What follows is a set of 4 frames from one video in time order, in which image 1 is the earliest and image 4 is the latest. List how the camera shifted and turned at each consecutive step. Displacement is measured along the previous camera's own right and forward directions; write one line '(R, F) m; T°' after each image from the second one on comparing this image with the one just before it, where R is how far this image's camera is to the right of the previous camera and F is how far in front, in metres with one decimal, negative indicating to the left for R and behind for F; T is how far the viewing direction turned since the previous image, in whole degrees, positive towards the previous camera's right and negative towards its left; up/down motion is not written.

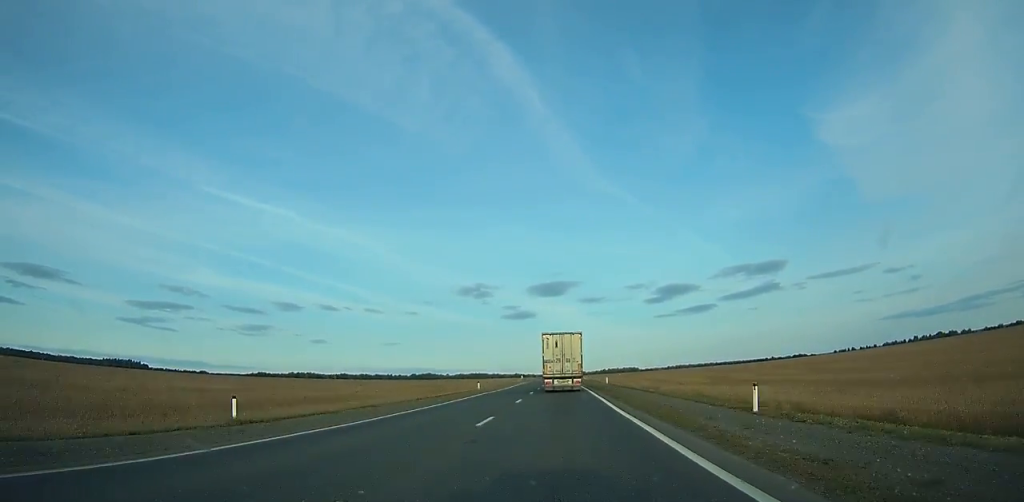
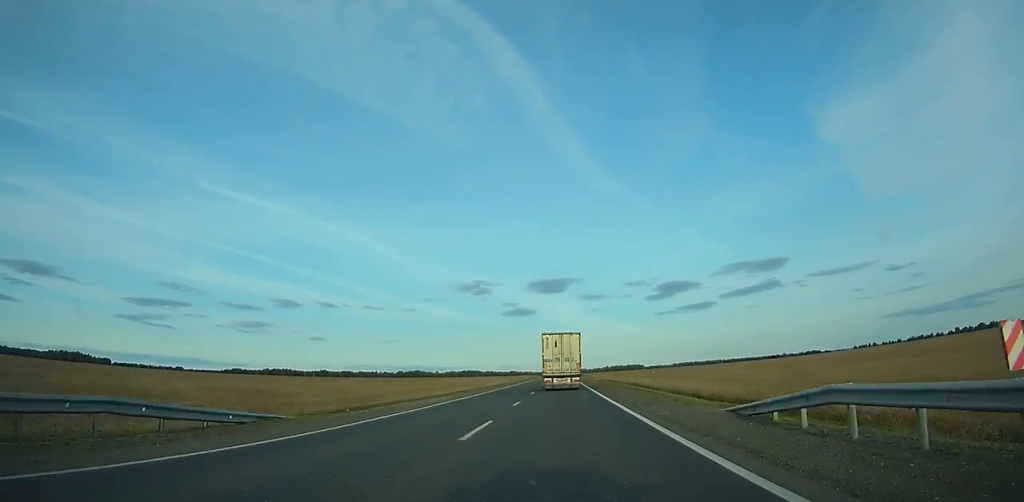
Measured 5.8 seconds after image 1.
(-0.3, +120.1) m; 0°
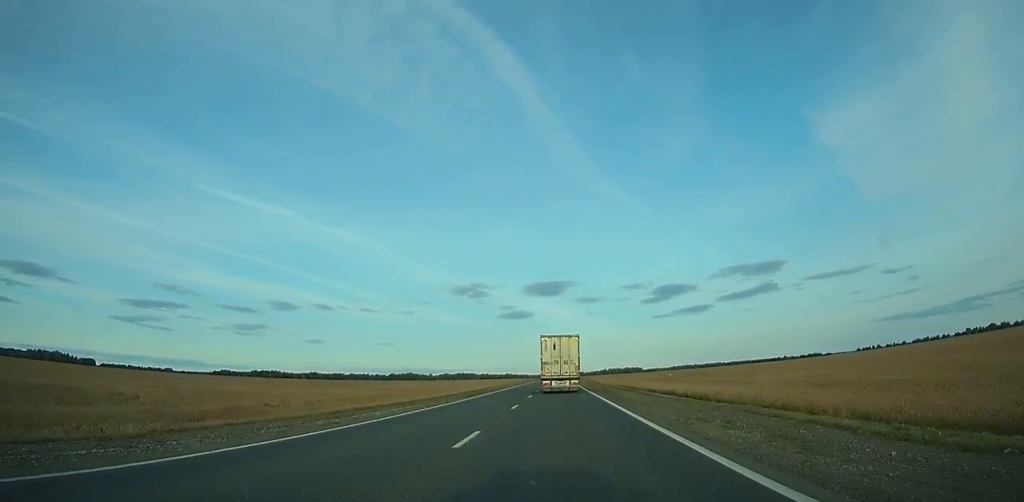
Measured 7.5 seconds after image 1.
(-0.2, +36.8) m; 0°
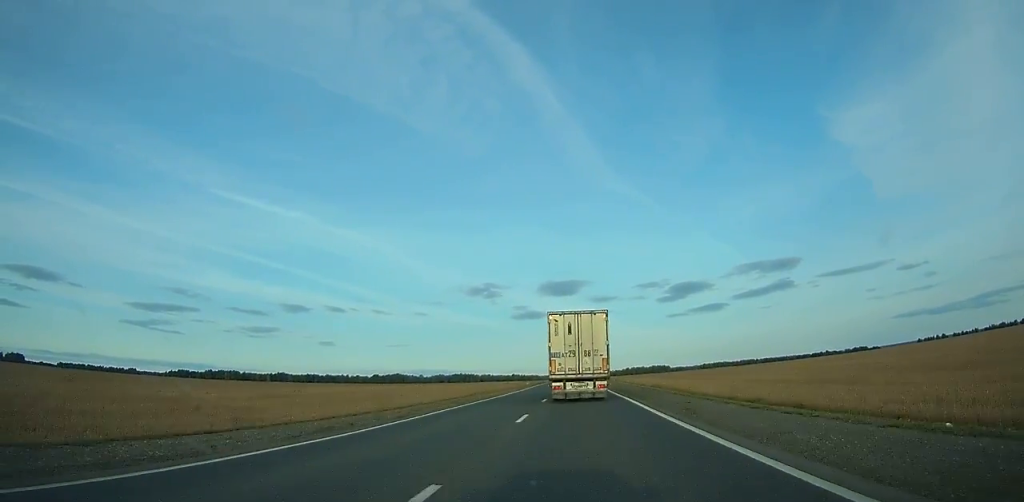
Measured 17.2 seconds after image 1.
(+0.5, +220.3) m; 0°
